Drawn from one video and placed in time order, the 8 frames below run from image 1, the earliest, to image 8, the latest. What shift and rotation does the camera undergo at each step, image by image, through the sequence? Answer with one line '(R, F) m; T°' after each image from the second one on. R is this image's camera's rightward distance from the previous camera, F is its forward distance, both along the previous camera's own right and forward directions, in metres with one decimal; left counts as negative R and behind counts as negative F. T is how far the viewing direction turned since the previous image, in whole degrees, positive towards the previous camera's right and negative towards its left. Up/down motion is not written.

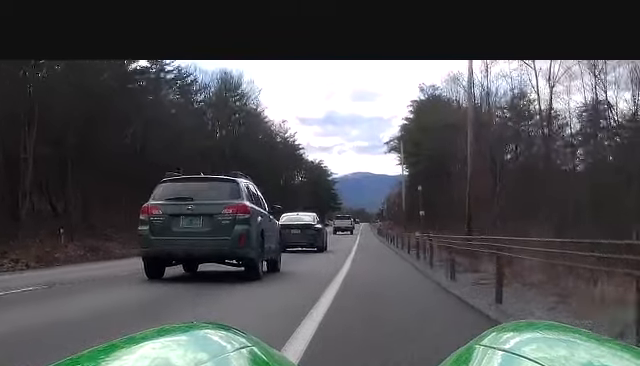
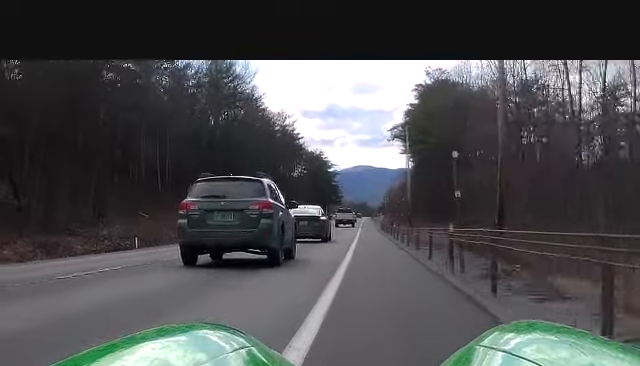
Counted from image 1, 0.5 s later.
(0.0, +8.4) m; 0°
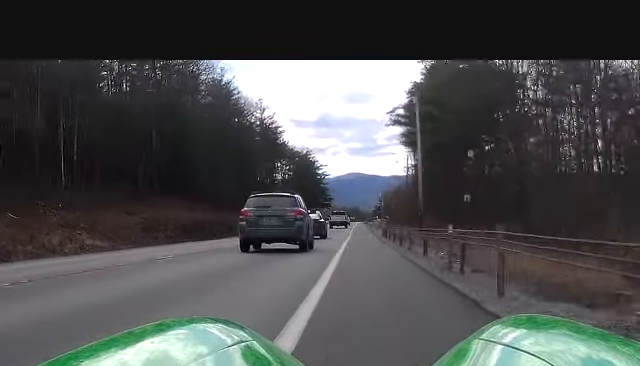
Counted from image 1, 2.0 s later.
(+0.1, +27.4) m; 0°
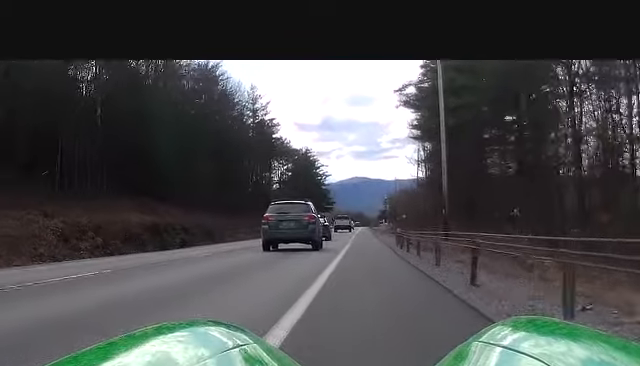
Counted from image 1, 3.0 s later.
(0.0, +15.6) m; 0°
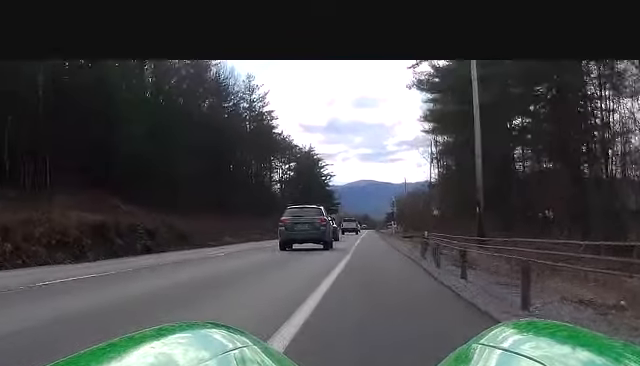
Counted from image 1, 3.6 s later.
(0.0, +11.0) m; 0°
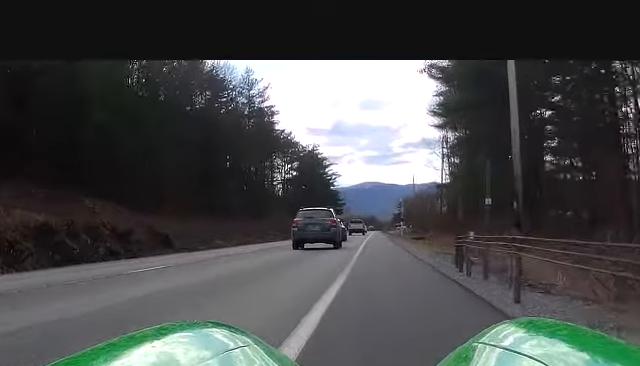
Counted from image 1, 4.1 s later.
(0.0, +7.1) m; 0°
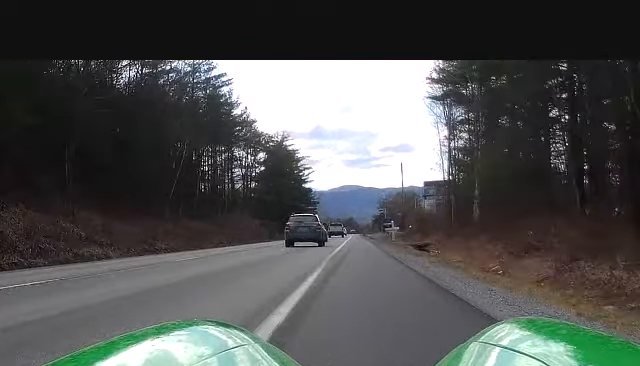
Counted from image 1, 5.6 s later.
(0.0, +29.3) m; 0°
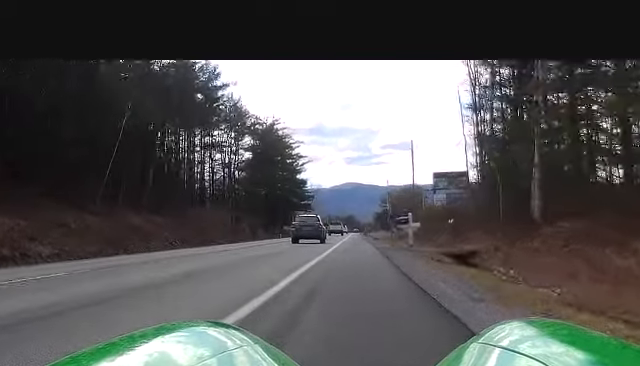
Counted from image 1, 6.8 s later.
(0.0, +22.6) m; 0°
